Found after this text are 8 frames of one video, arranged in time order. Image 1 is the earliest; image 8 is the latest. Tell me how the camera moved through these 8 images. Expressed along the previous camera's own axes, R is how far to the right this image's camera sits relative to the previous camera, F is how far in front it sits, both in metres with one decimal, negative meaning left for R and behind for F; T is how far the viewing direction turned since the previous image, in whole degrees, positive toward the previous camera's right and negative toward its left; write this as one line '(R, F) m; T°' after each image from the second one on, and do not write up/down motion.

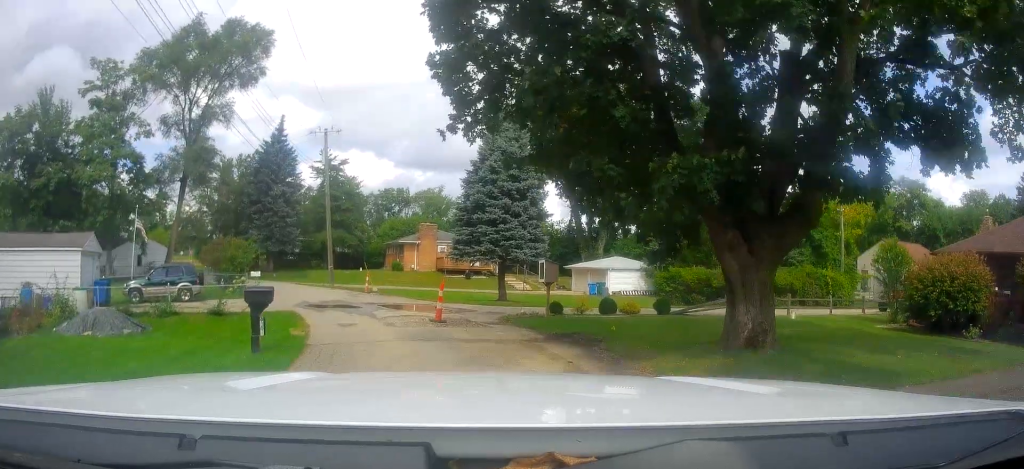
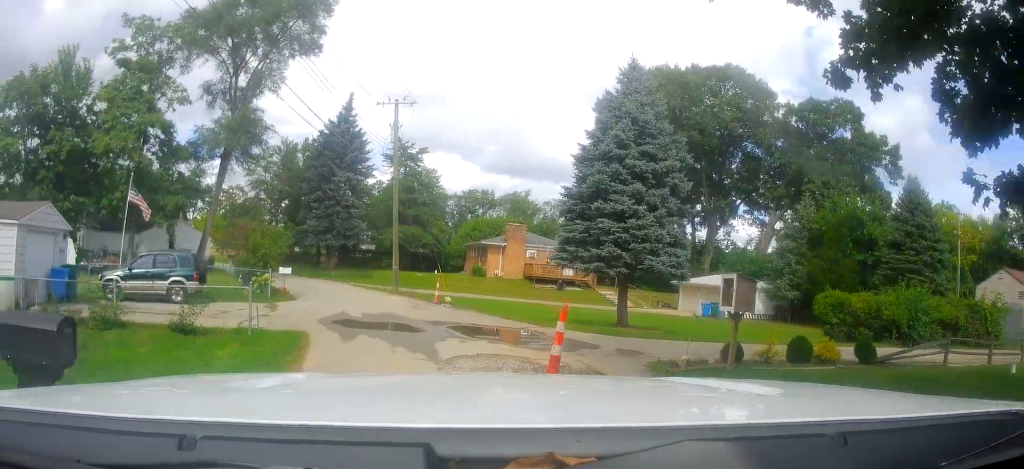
(-0.3, +9.3) m; -5°
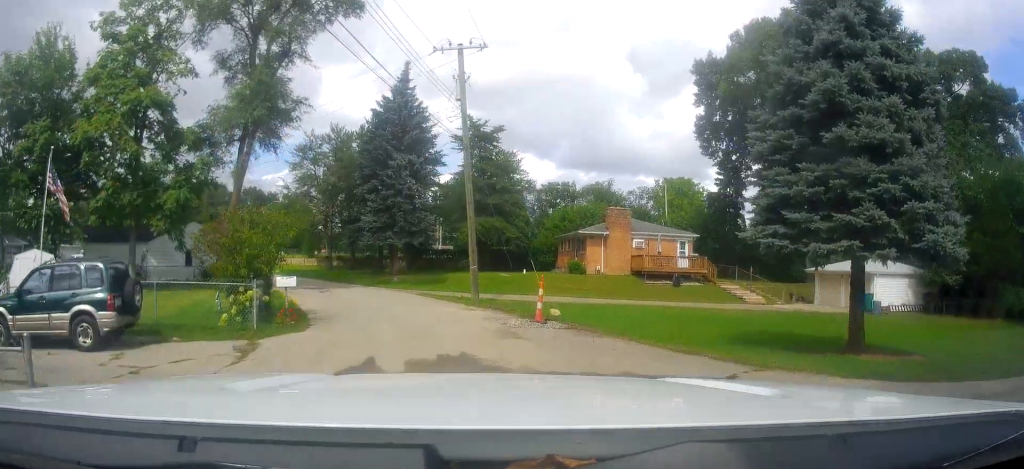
(-1.4, +10.2) m; -13°
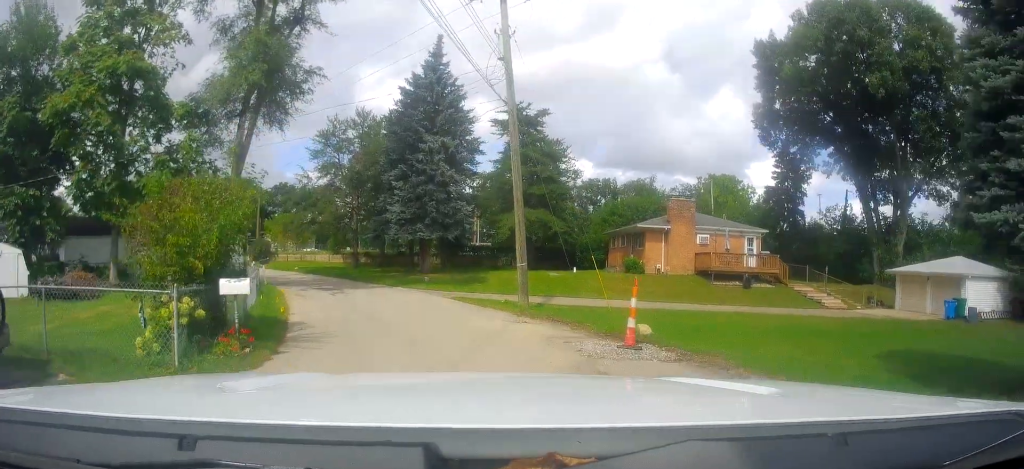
(-0.4, +5.8) m; 0°
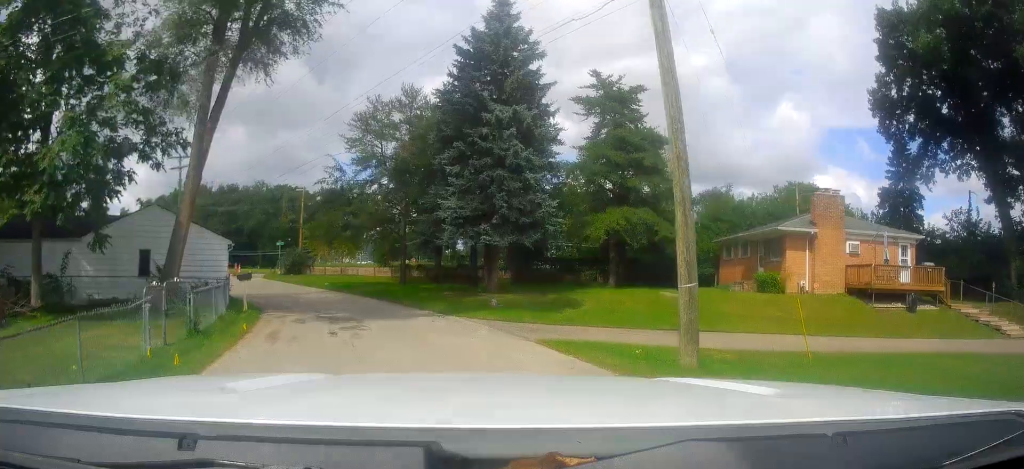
(+0.6, +10.7) m; -2°
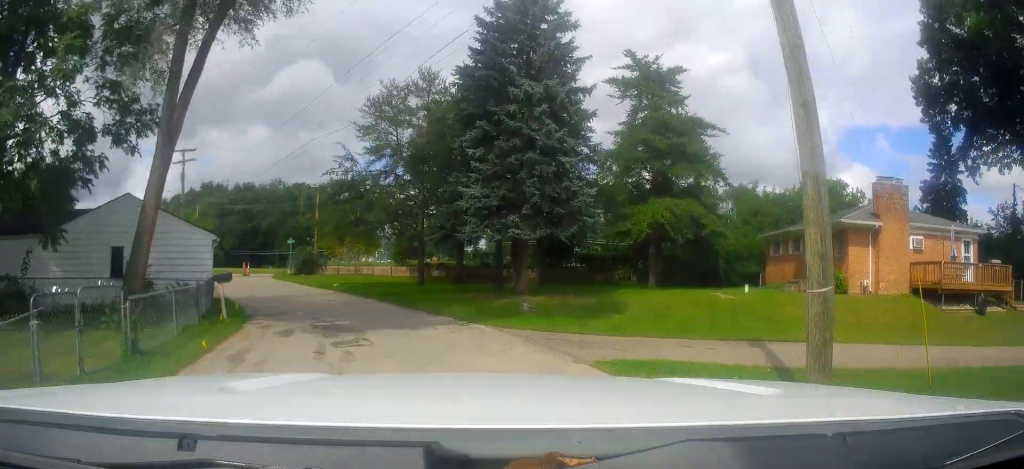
(-0.1, +3.4) m; -3°
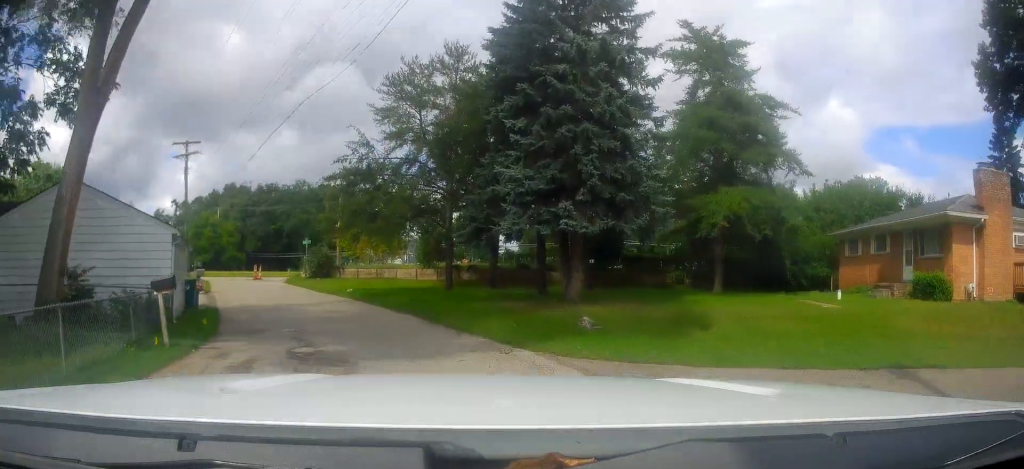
(-0.2, +4.7) m; -4°
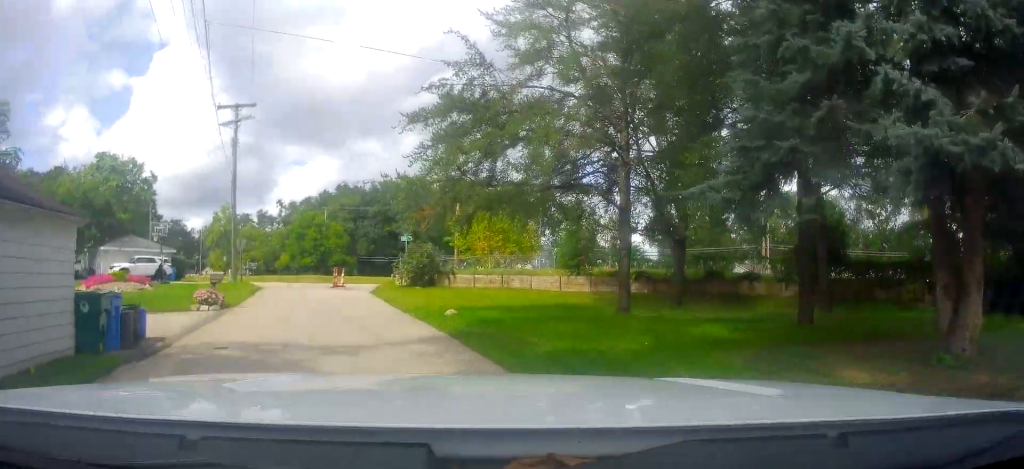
(-1.5, +12.9) m; -14°
